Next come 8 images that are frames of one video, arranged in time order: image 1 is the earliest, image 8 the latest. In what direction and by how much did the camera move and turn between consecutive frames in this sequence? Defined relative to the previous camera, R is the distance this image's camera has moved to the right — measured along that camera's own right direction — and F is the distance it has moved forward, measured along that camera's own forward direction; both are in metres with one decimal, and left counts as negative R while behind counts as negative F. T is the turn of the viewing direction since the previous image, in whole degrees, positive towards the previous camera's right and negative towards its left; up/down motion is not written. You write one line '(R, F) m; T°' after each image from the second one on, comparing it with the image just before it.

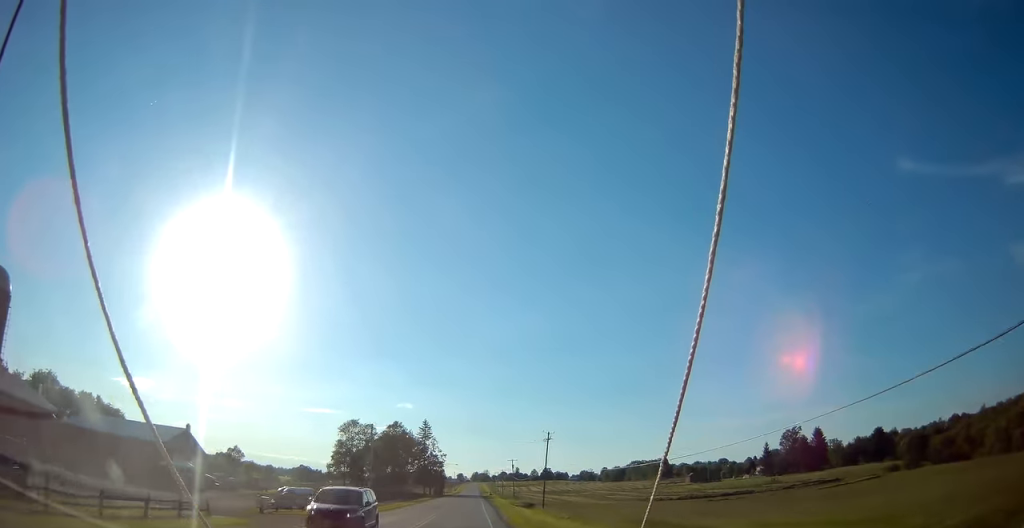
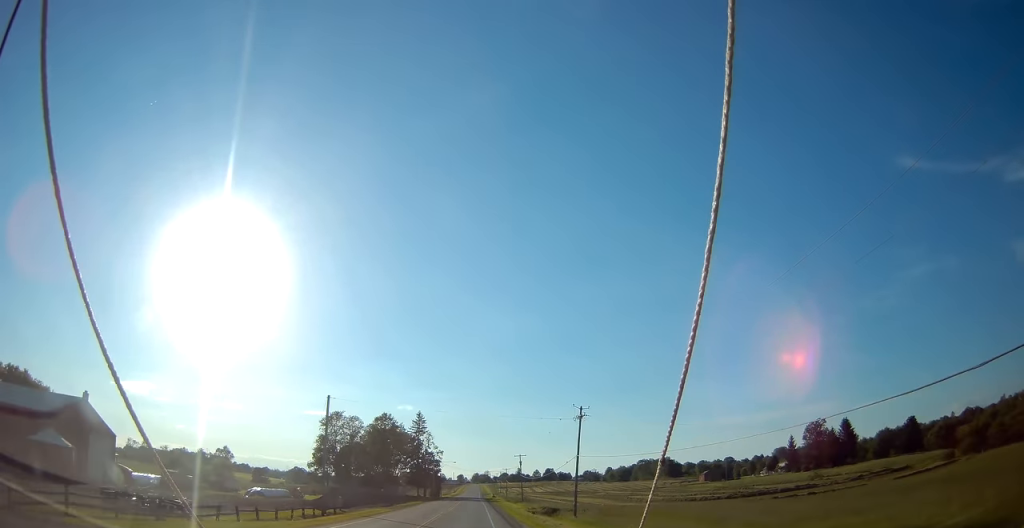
(-0.3, +21.7) m; 0°
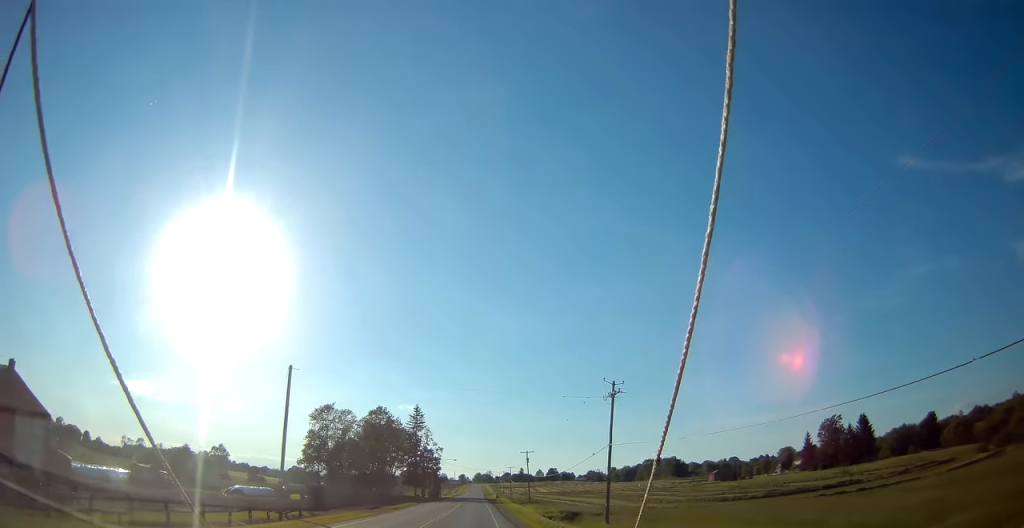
(+0.1, +11.2) m; 0°
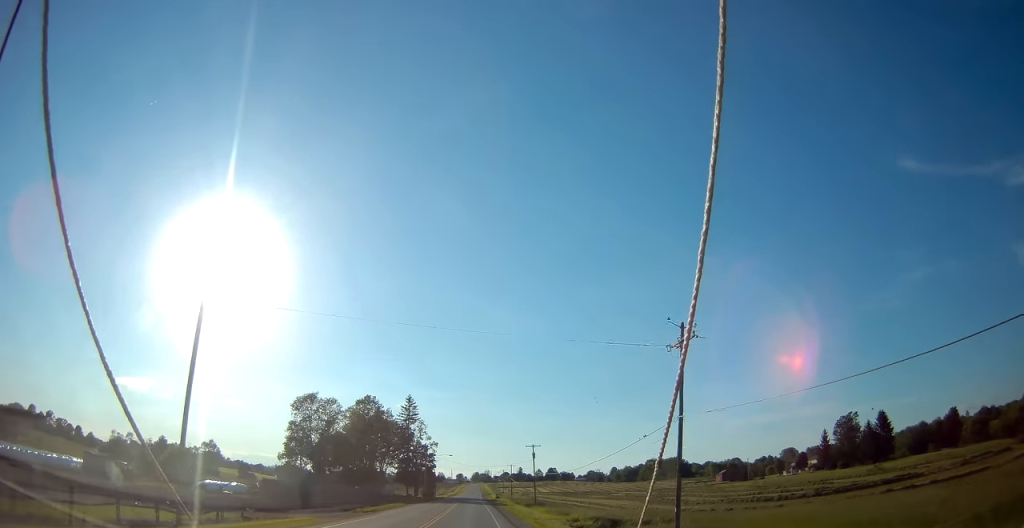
(0.0, +13.7) m; 0°
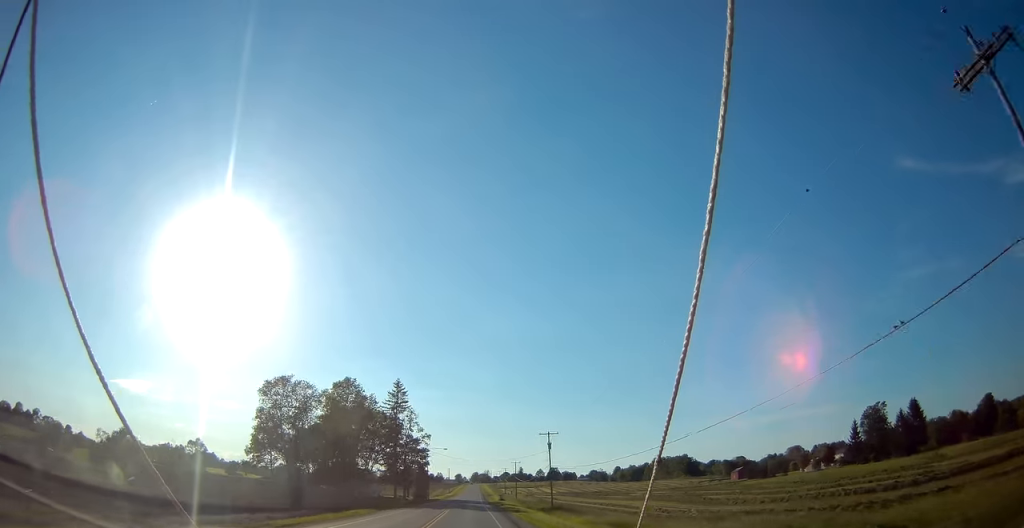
(-0.1, +20.0) m; 0°
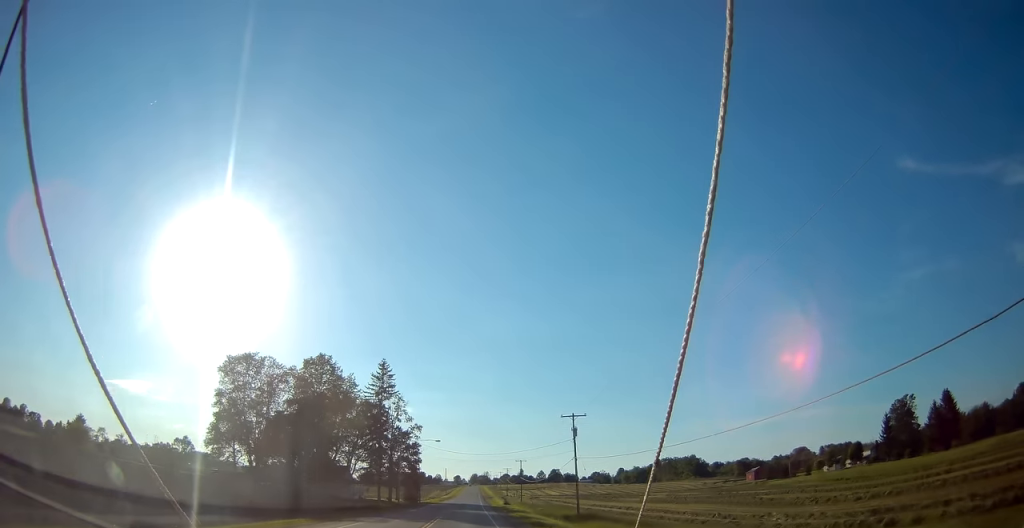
(-0.1, +18.5) m; 0°
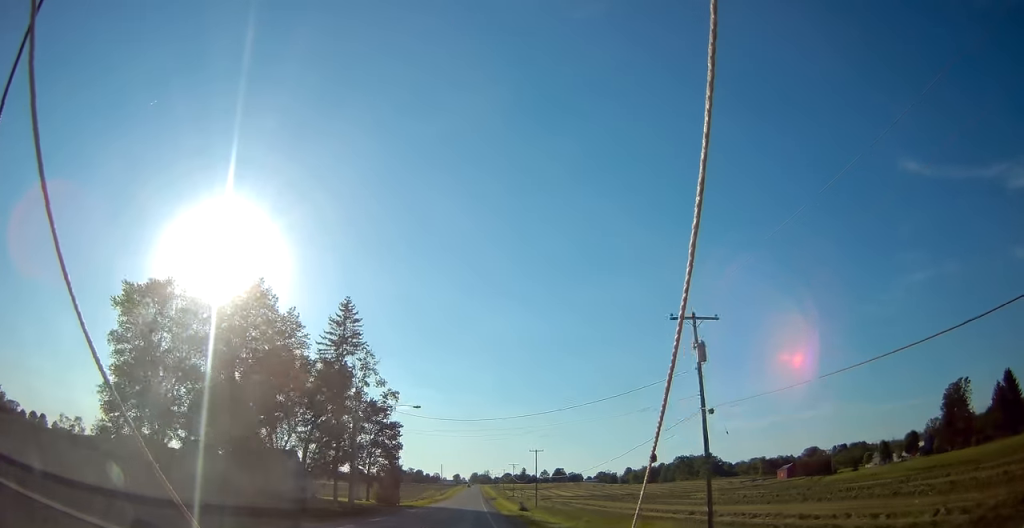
(+0.3, +30.8) m; +1°
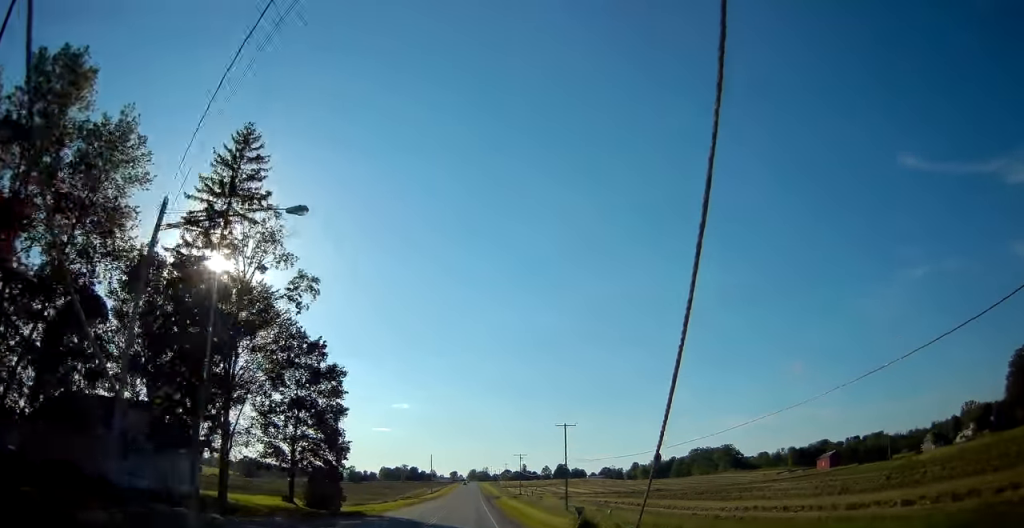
(-0.1, +34.2) m; 0°
